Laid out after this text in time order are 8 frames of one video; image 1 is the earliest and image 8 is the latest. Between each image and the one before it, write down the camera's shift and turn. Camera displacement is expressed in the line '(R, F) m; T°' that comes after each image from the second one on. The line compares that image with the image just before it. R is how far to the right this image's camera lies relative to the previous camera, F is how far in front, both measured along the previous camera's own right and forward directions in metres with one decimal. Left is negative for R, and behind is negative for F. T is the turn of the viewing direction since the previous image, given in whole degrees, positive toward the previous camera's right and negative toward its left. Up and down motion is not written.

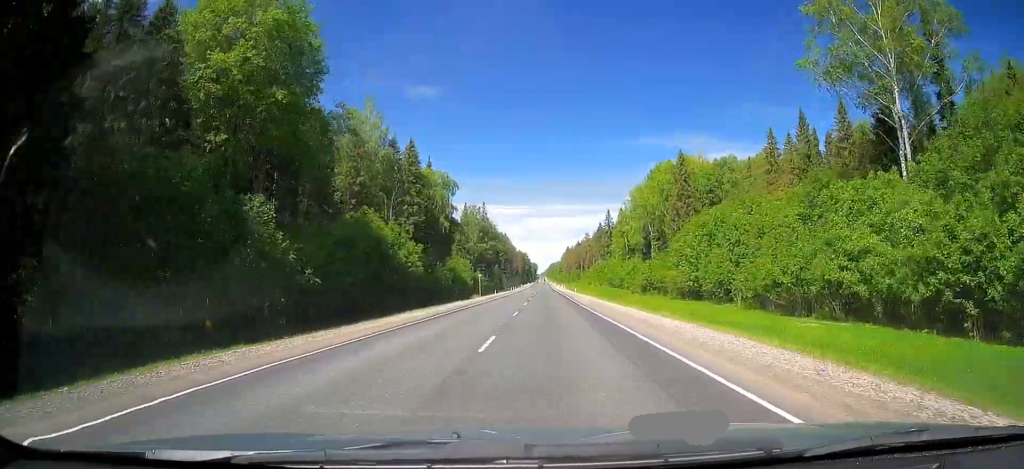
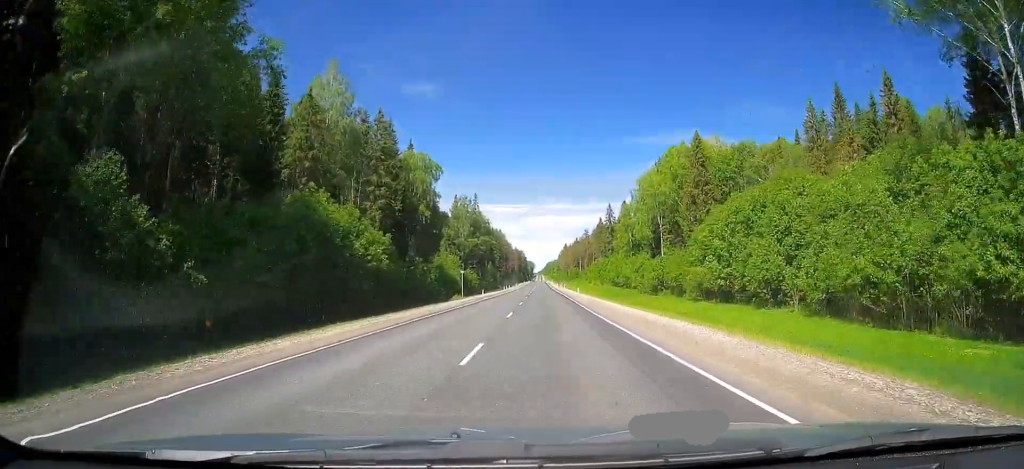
(-0.1, +13.7) m; 0°
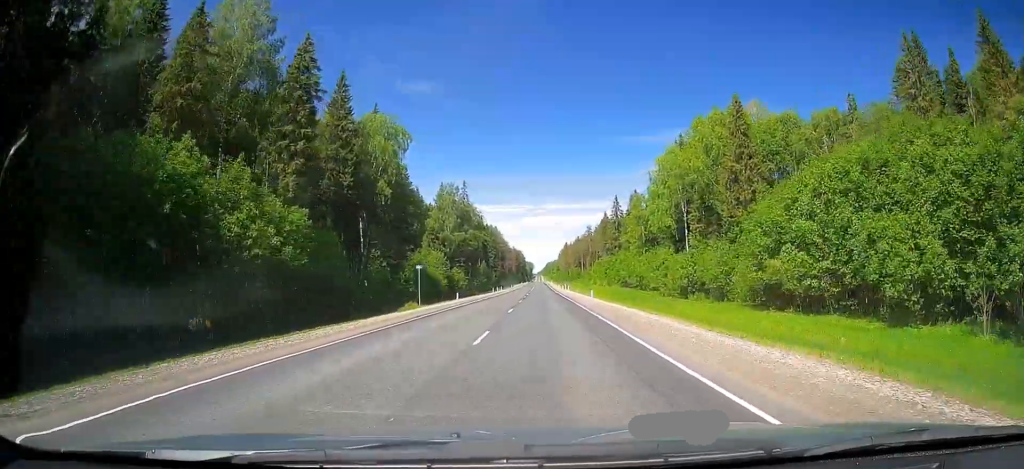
(+0.2, +21.2) m; 0°
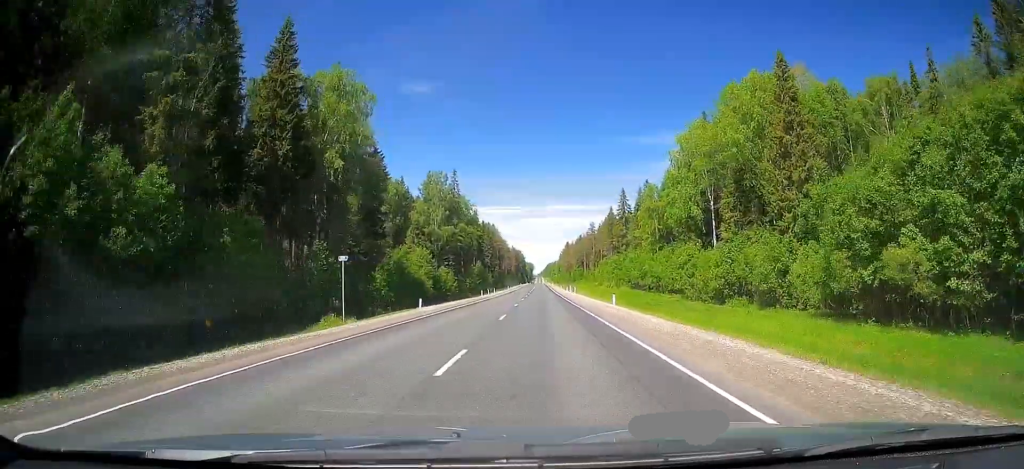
(+0.2, +15.9) m; 0°
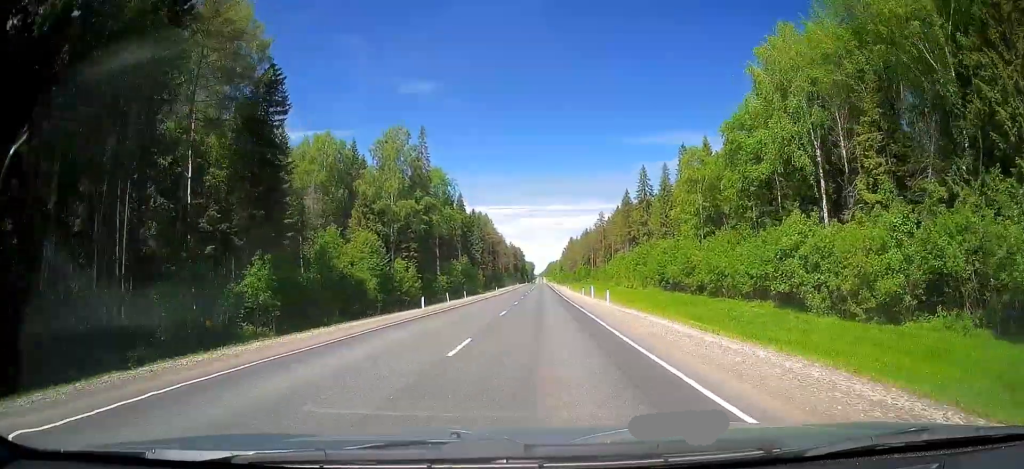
(-0.2, +33.9) m; 0°
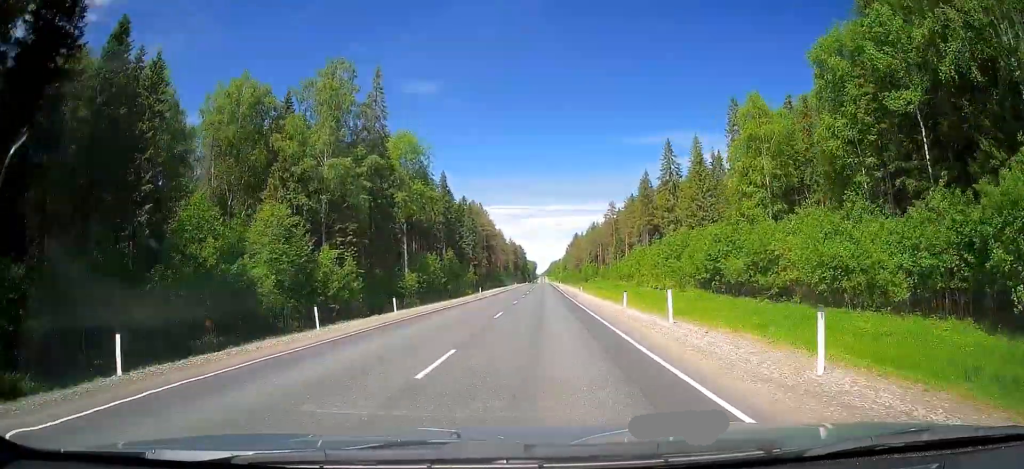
(0.0, +26.5) m; 0°
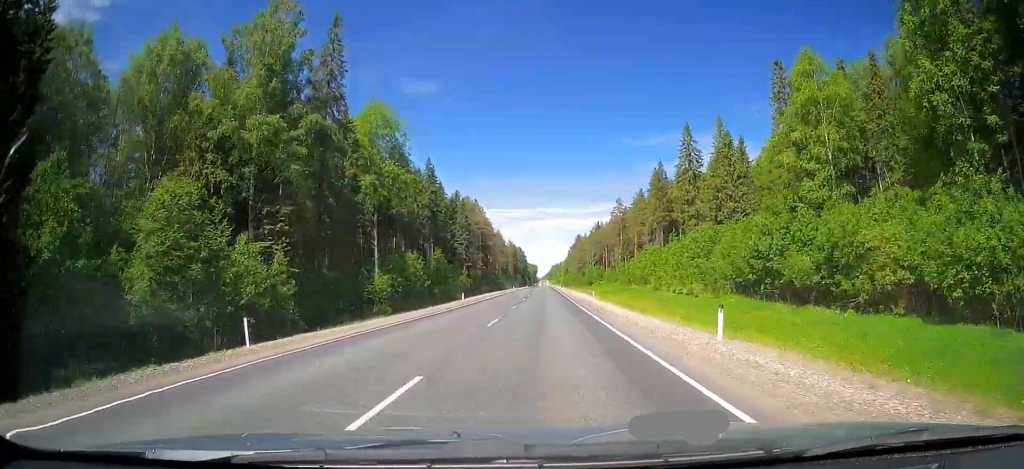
(-0.1, +14.9) m; 0°
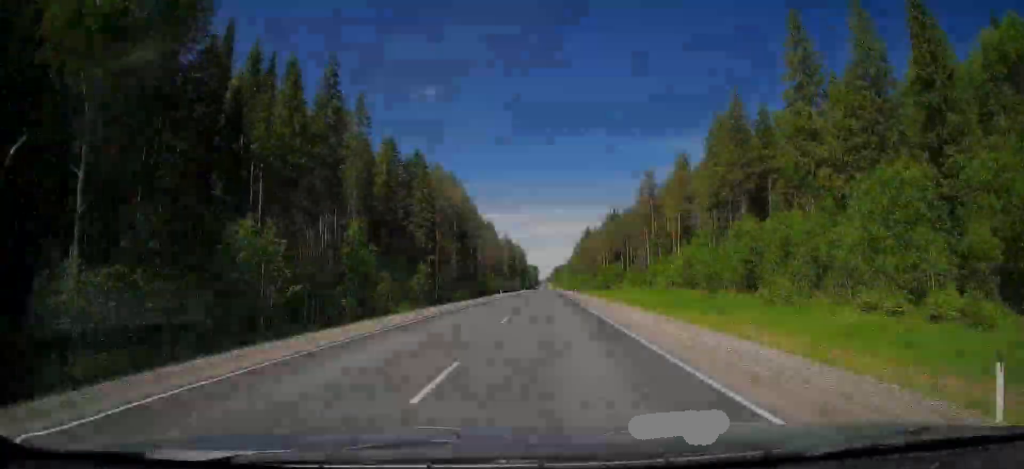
(0.0, +46.5) m; 0°
